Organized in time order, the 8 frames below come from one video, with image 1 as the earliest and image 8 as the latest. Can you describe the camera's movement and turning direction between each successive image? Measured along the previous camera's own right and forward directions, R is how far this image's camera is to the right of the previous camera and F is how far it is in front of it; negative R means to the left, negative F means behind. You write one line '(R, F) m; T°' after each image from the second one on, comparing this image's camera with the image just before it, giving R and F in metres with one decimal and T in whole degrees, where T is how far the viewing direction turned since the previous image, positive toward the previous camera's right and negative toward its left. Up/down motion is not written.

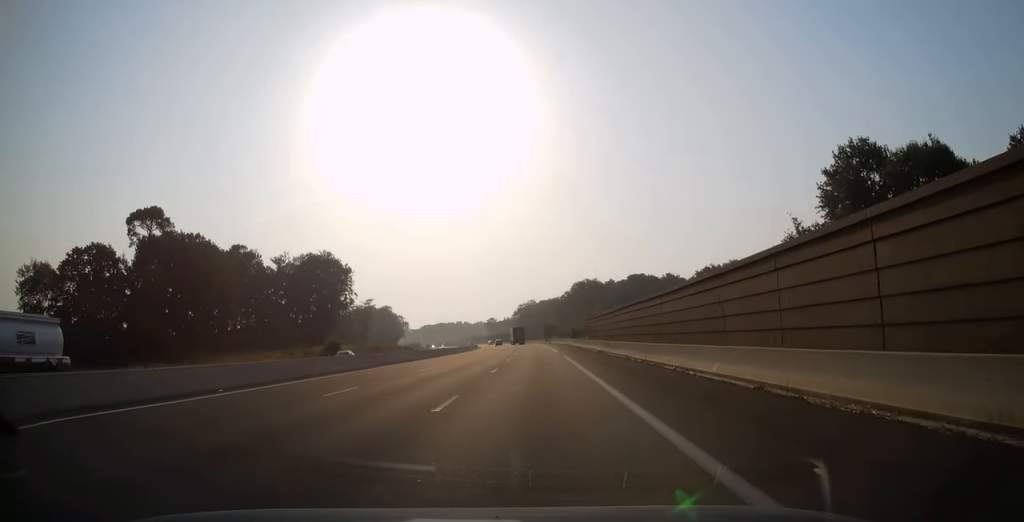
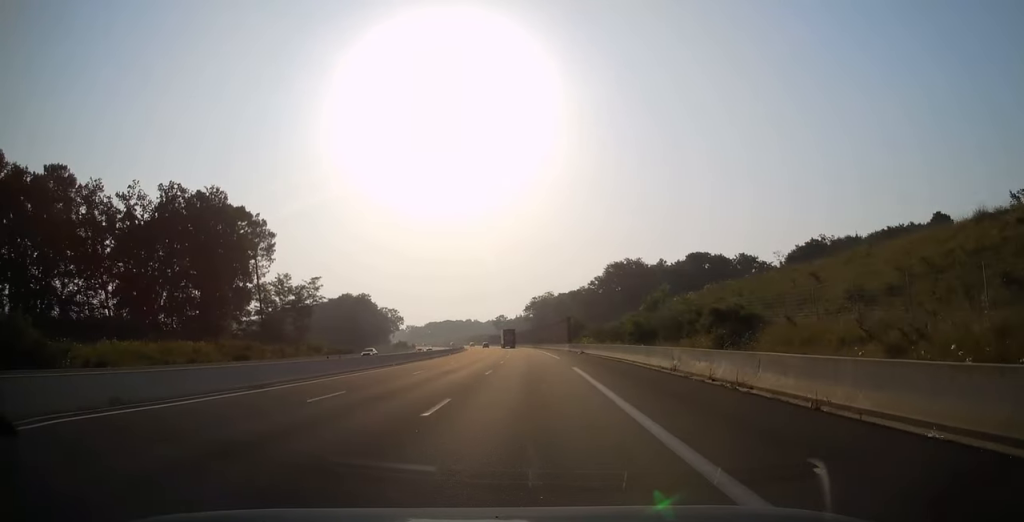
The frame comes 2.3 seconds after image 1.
(-0.5, +66.5) m; -2°
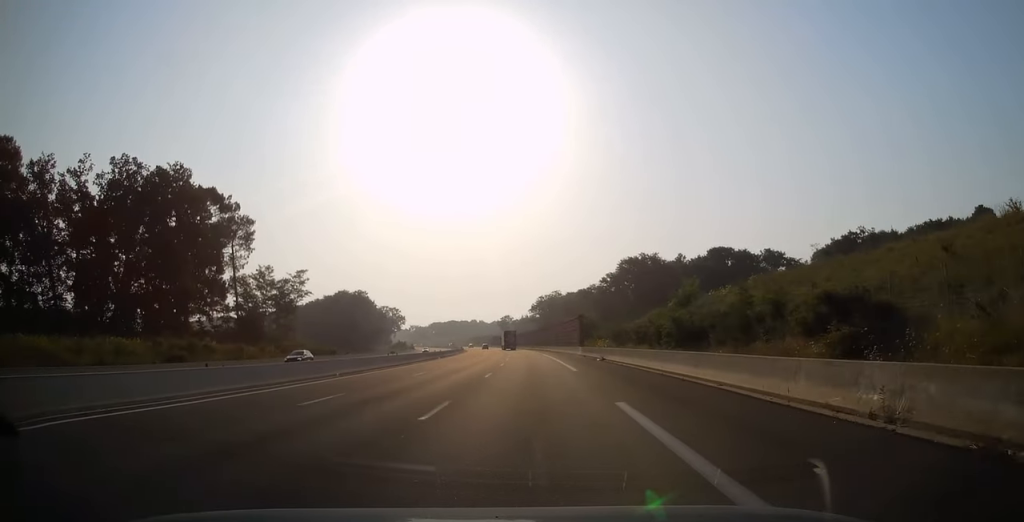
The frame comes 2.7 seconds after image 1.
(-0.3, +13.8) m; -1°
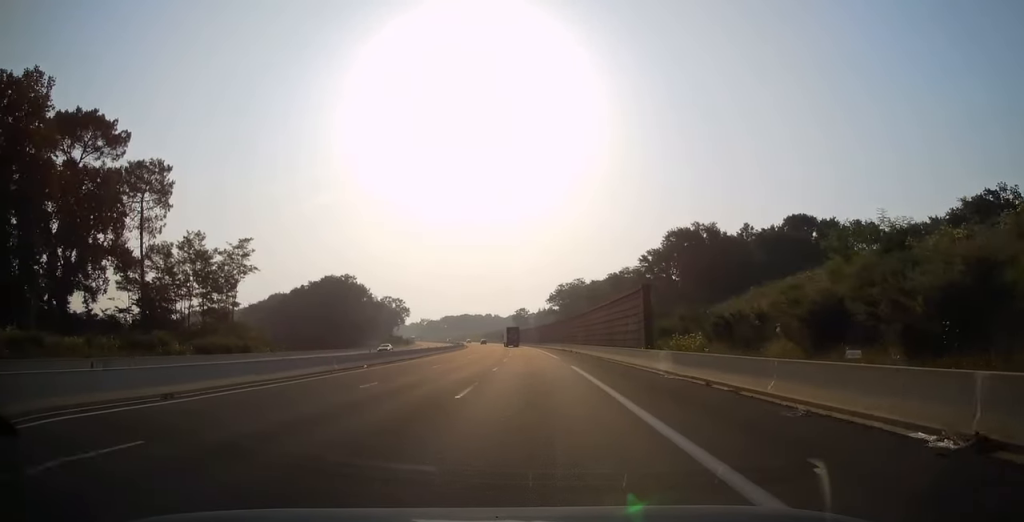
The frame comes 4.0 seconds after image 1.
(-0.2, +35.9) m; -1°
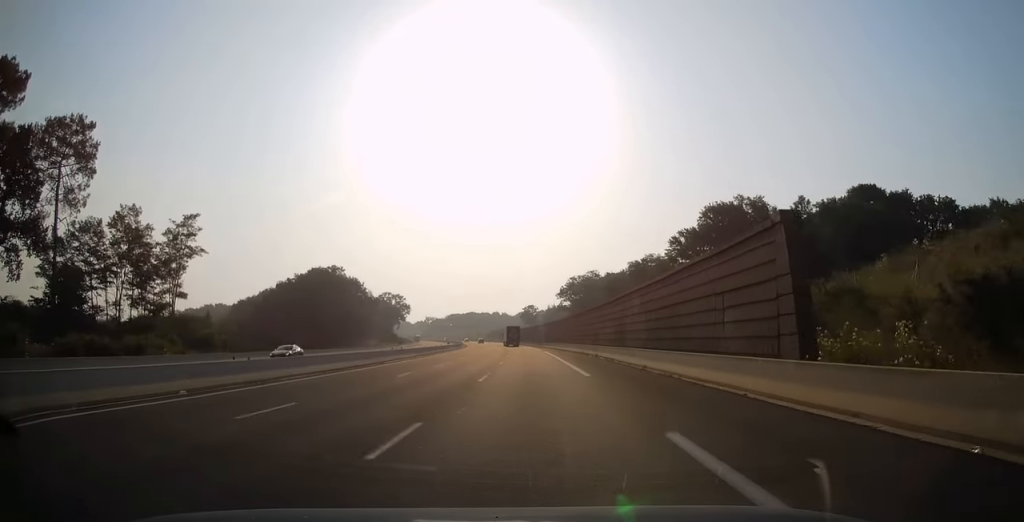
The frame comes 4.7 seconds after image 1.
(-0.3, +20.6) m; -1°
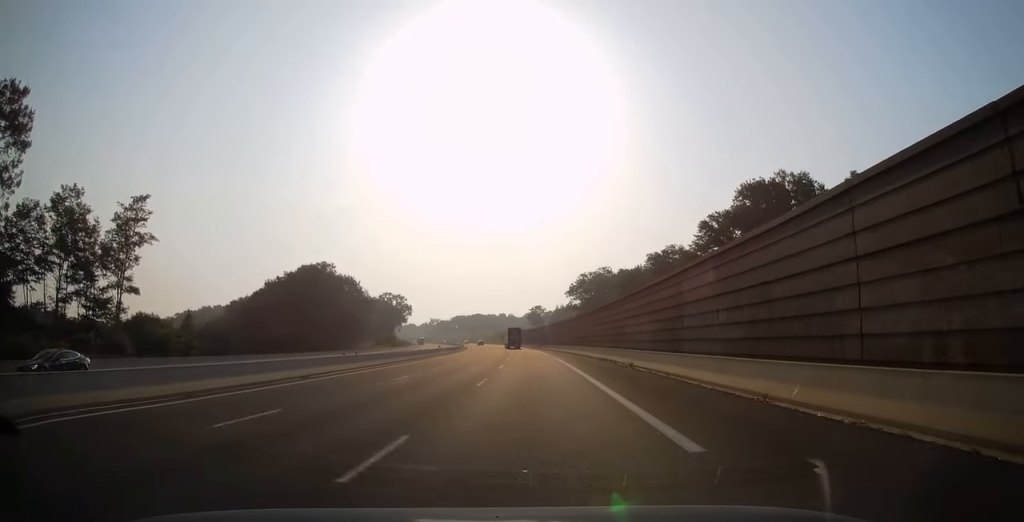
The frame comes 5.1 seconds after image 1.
(-0.1, +14.3) m; -1°
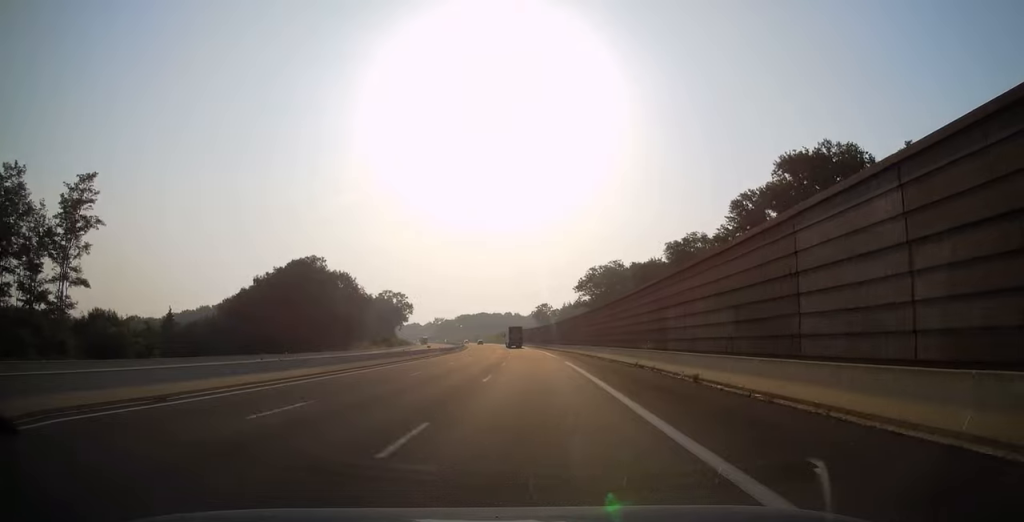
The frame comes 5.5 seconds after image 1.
(-0.2, +11.9) m; 0°
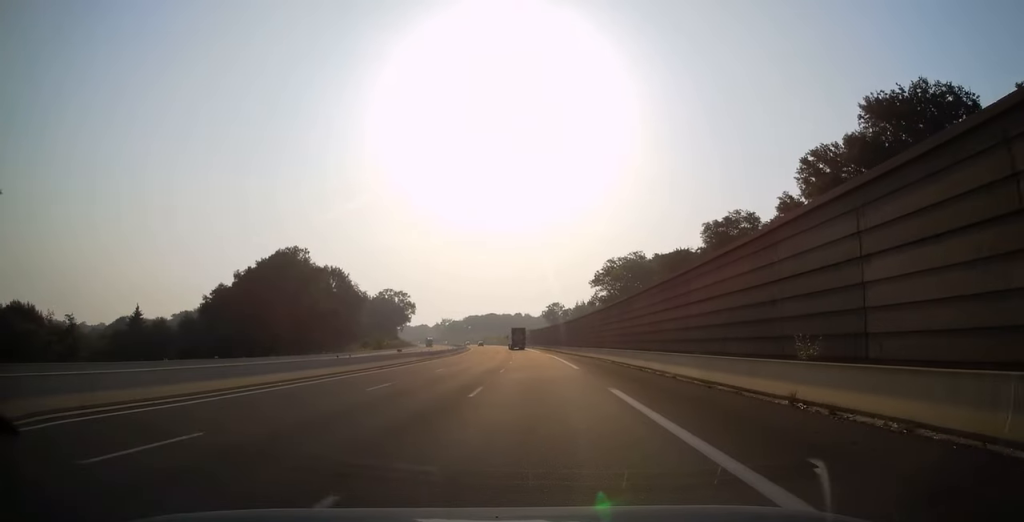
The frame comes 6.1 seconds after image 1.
(-0.1, +18.0) m; -1°
